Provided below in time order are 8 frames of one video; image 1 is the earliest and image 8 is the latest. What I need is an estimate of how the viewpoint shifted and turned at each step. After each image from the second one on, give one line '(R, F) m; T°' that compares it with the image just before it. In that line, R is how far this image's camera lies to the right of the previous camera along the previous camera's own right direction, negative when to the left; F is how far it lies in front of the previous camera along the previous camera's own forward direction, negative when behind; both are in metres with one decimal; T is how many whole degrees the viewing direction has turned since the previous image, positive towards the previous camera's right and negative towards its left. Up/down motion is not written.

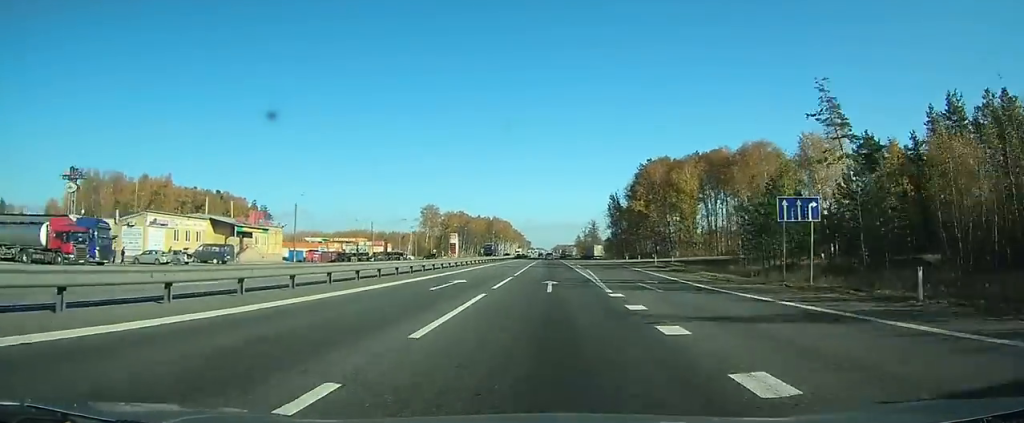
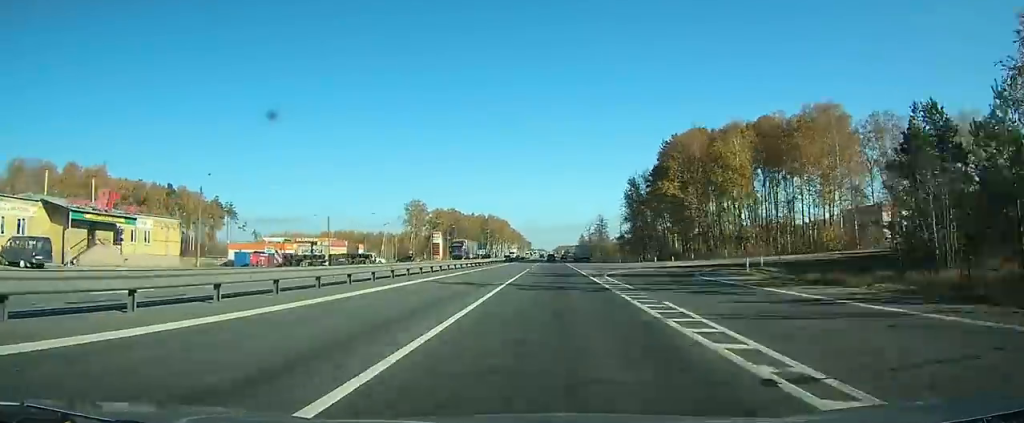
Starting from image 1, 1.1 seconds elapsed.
(0.0, +27.0) m; 0°
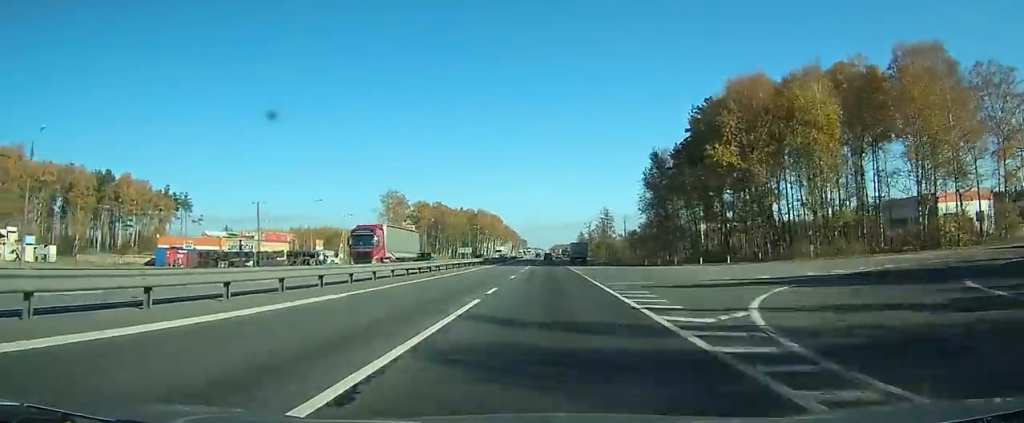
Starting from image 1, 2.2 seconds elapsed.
(0.0, +26.9) m; 0°
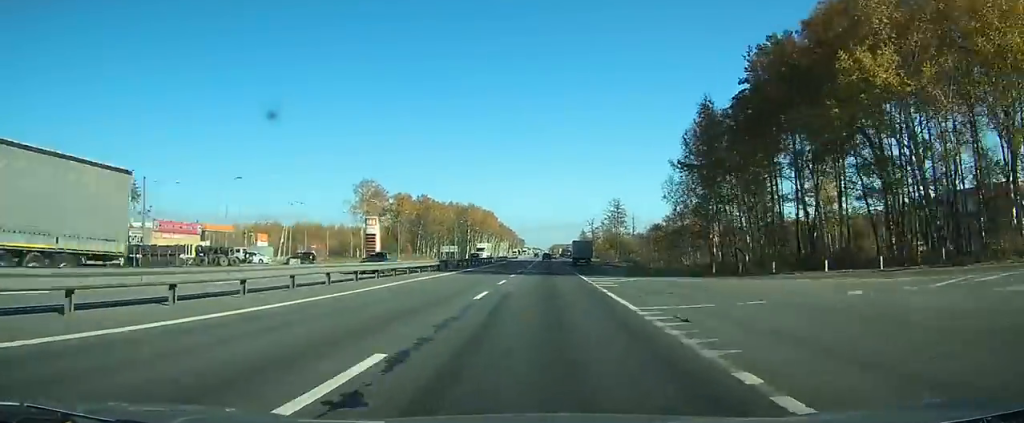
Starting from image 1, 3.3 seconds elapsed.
(0.0, +27.4) m; 0°
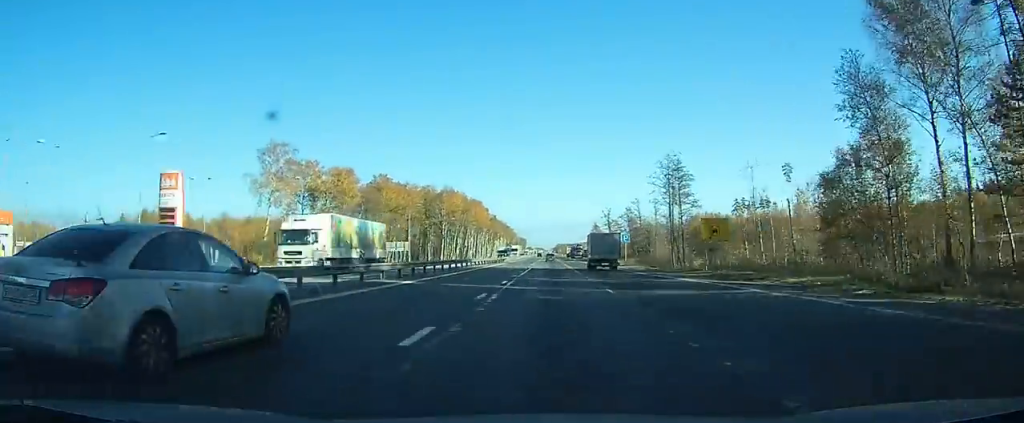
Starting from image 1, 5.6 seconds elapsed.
(+0.1, +59.7) m; 0°
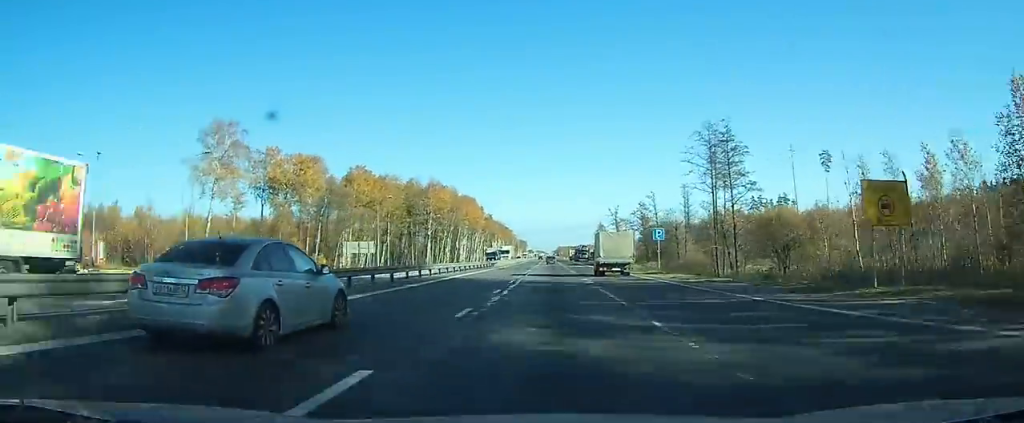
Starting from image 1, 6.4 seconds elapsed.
(+0.1, +19.8) m; 0°
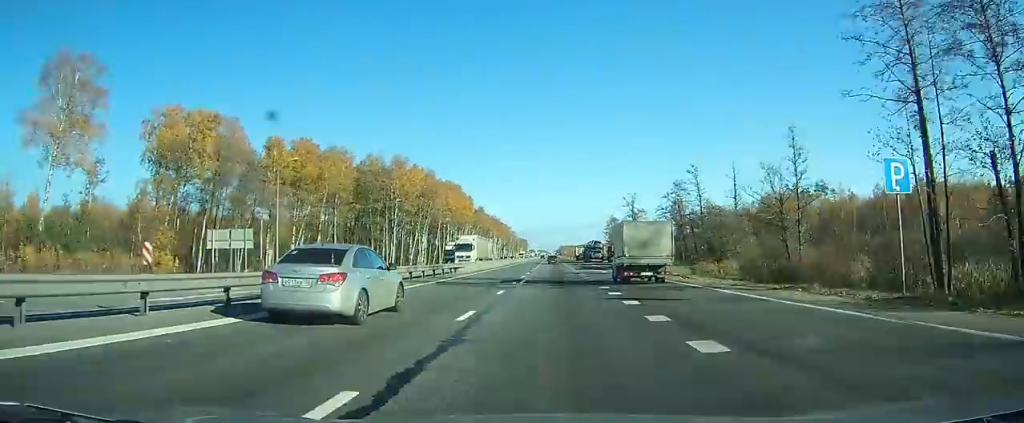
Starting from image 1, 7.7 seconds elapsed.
(+0.1, +32.7) m; 0°
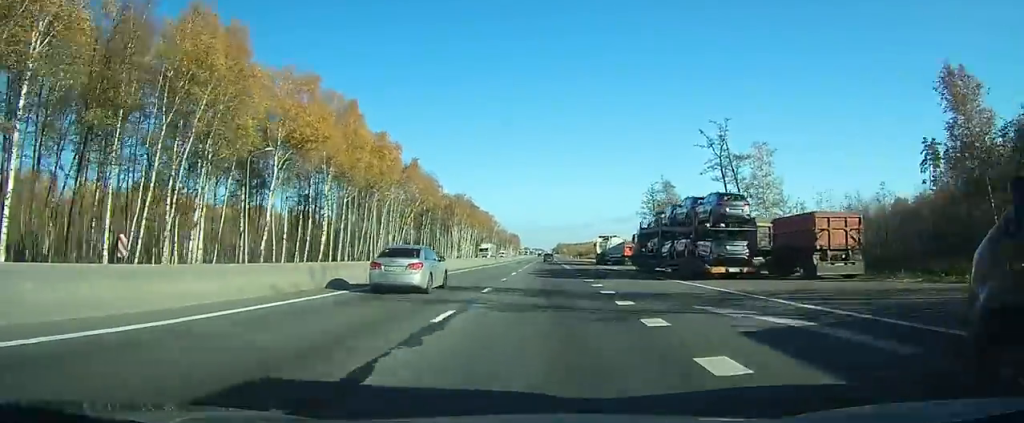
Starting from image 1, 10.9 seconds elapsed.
(+0.2, +75.8) m; 0°
